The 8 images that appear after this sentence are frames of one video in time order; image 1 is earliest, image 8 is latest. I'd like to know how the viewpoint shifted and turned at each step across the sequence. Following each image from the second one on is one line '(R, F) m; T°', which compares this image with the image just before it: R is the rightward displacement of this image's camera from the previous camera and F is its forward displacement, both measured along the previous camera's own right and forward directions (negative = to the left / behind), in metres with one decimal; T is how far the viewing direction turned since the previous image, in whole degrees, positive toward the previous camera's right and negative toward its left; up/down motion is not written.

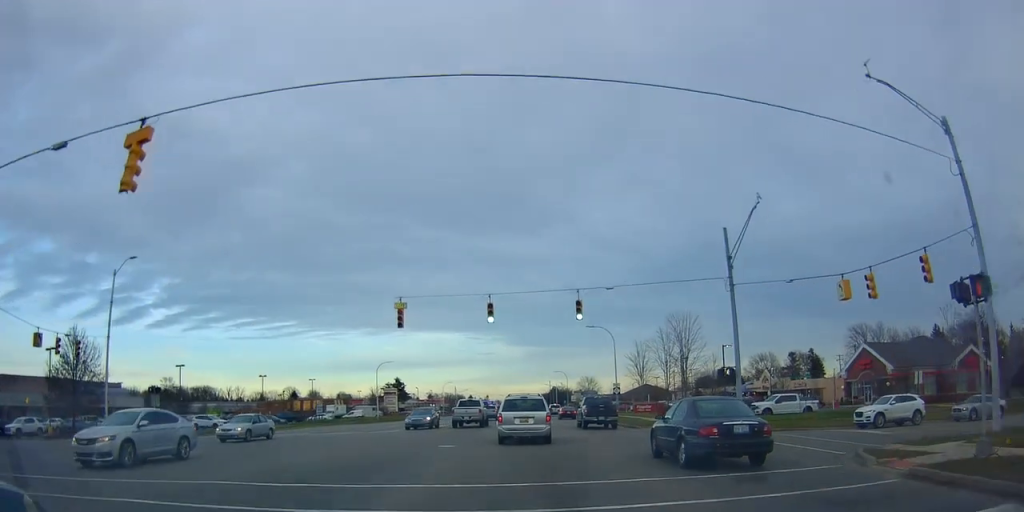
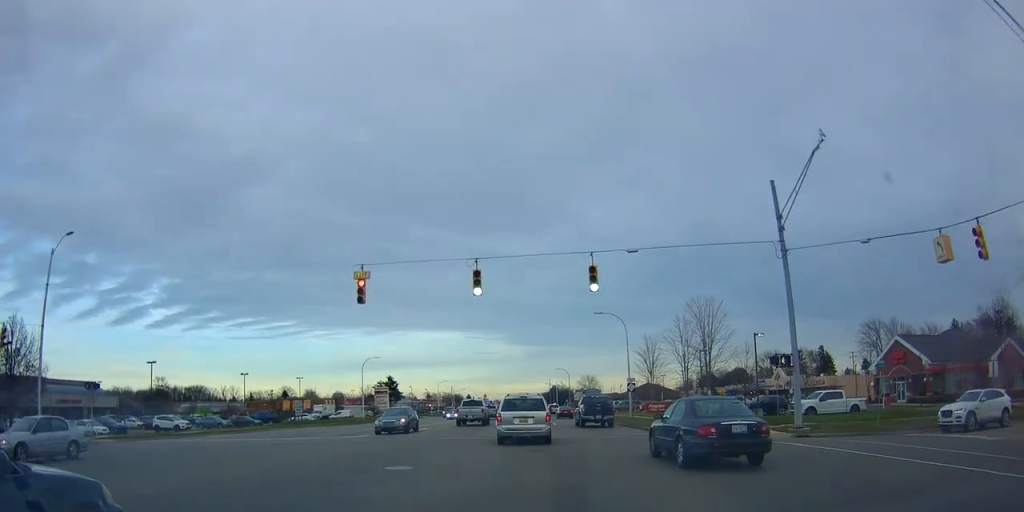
(0.0, +7.2) m; 0°
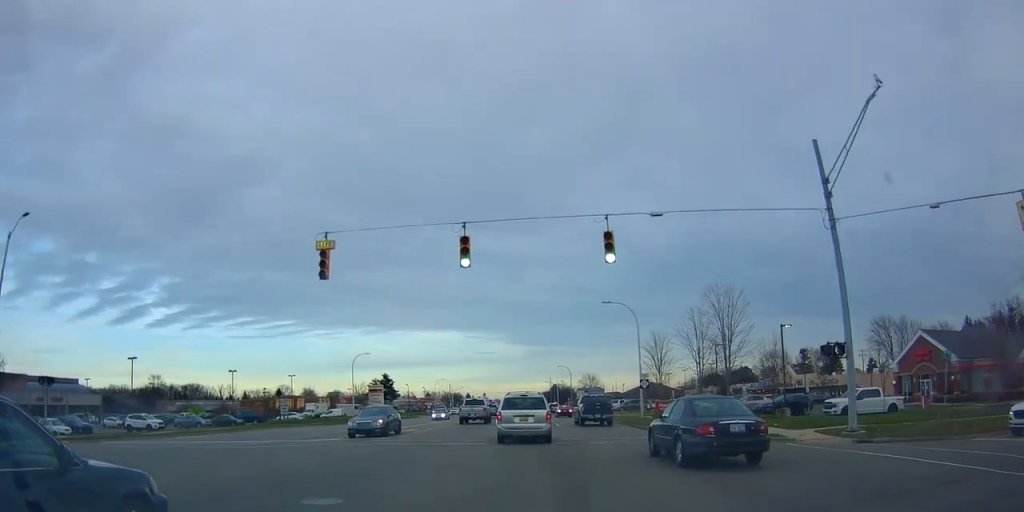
(0.0, +4.6) m; 0°
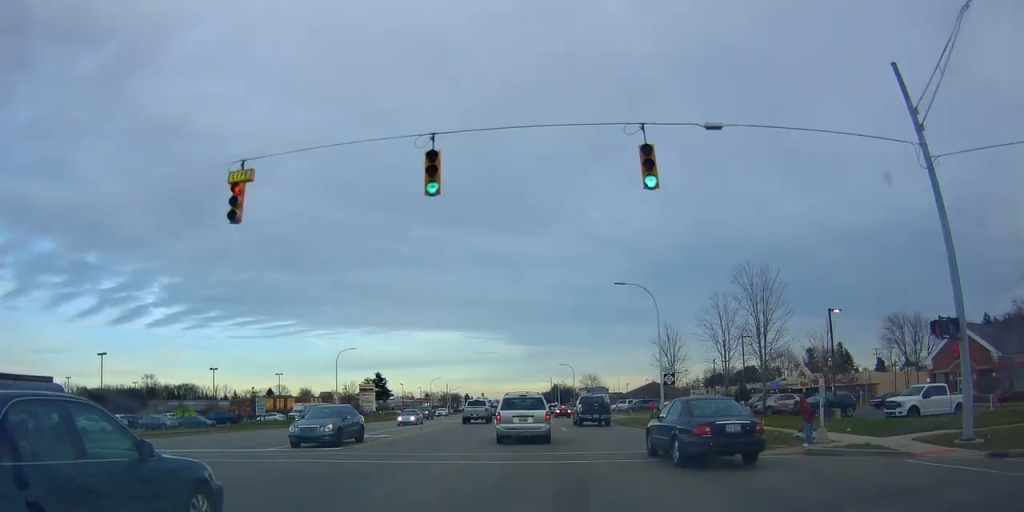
(0.0, +6.5) m; 0°
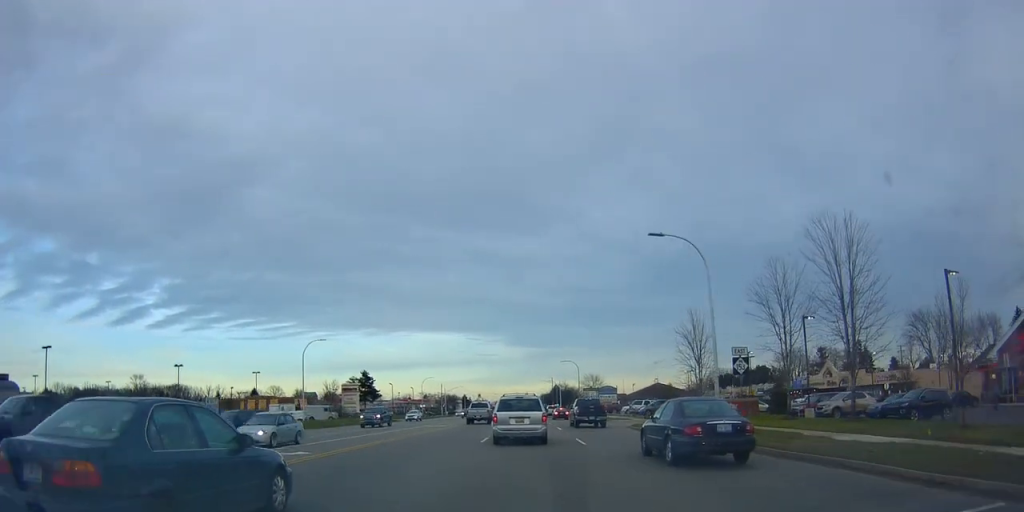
(0.0, +10.4) m; 0°
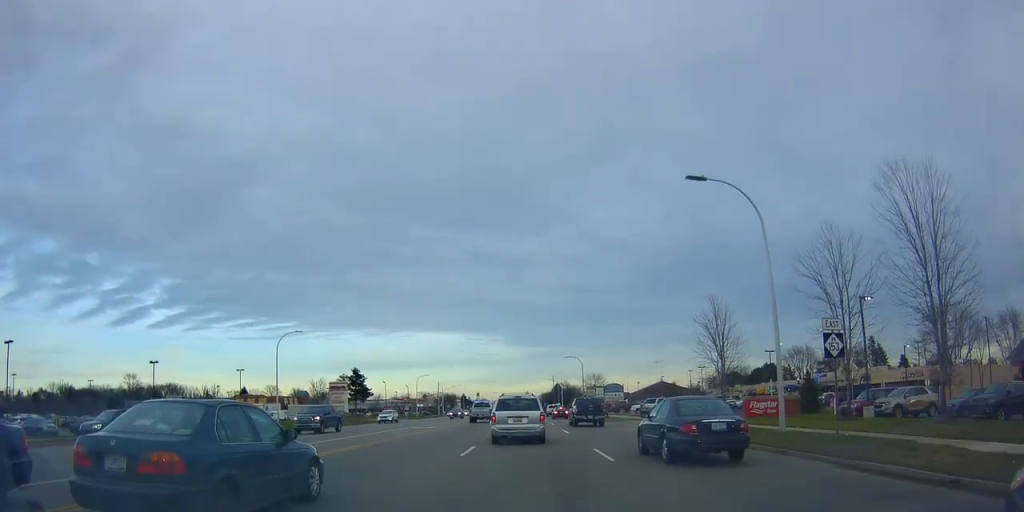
(0.0, +6.5) m; 0°
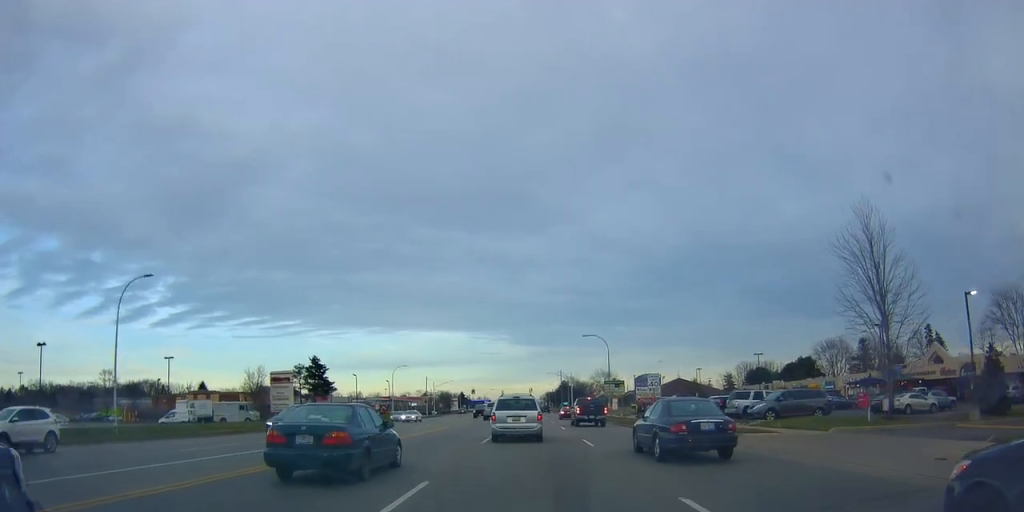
(0.0, +24.4) m; -2°
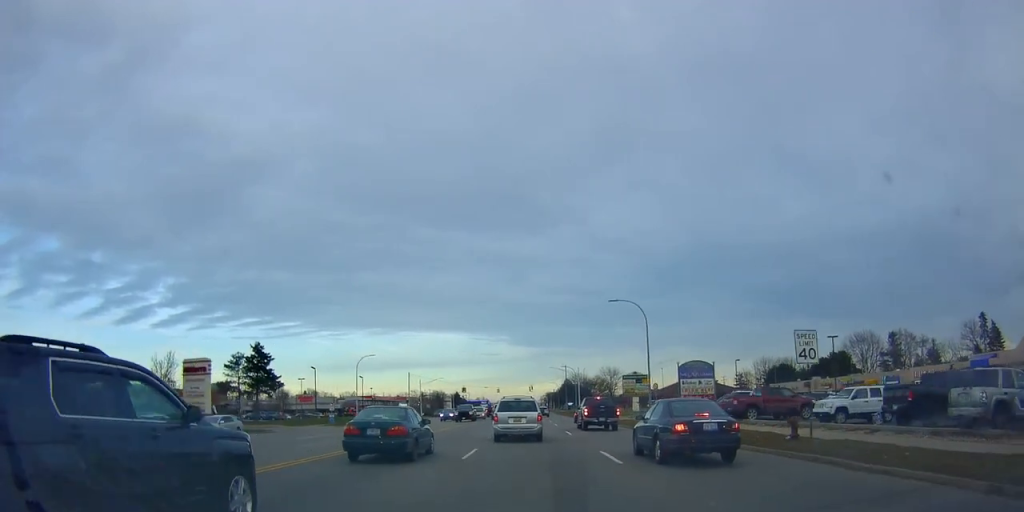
(-0.3, +20.4) m; 0°
